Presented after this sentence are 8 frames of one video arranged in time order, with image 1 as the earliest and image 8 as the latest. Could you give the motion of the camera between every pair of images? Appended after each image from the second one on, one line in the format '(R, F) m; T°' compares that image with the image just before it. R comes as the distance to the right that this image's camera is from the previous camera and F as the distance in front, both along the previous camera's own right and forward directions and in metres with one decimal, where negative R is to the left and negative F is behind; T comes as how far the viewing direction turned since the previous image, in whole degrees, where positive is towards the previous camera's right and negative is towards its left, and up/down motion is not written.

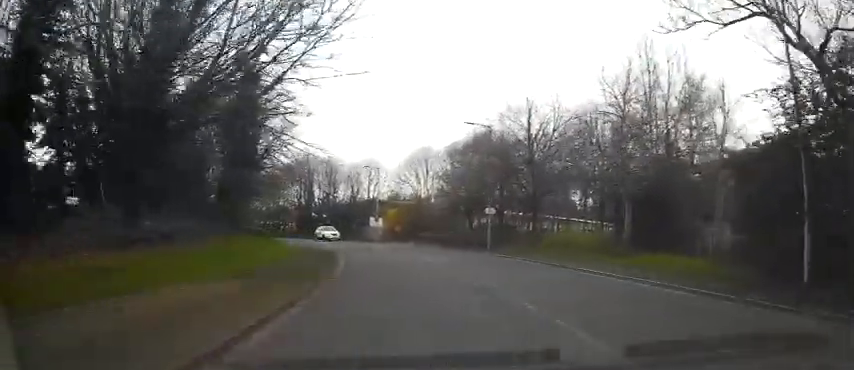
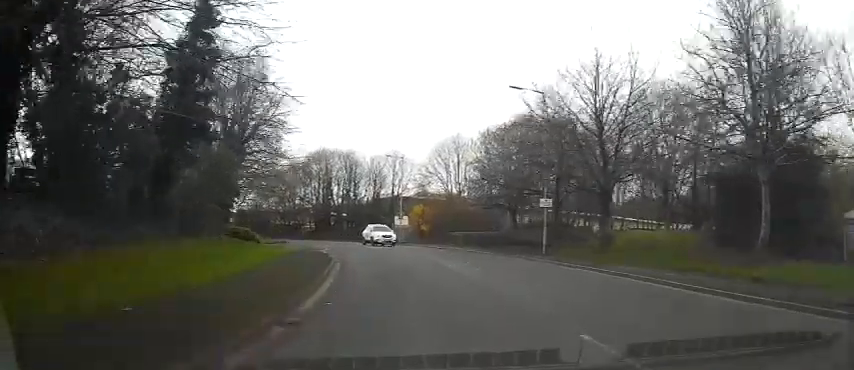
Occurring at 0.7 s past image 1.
(+0.2, +8.5) m; -1°
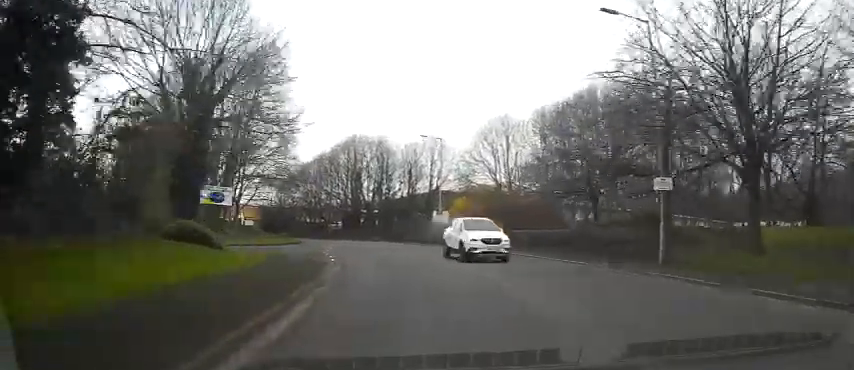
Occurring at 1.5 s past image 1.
(-0.2, +9.6) m; -5°
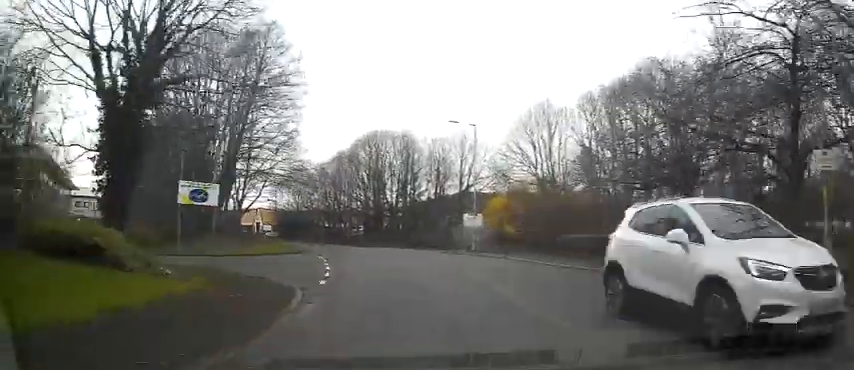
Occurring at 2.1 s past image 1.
(-0.5, +7.1) m; -3°
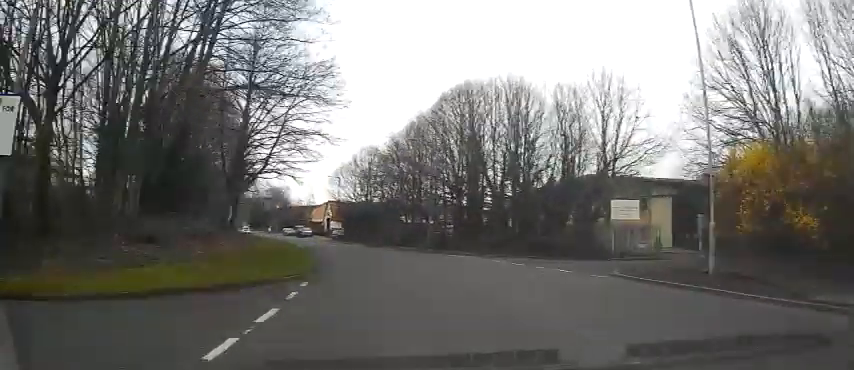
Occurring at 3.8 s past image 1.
(-0.9, +20.6) m; -8°
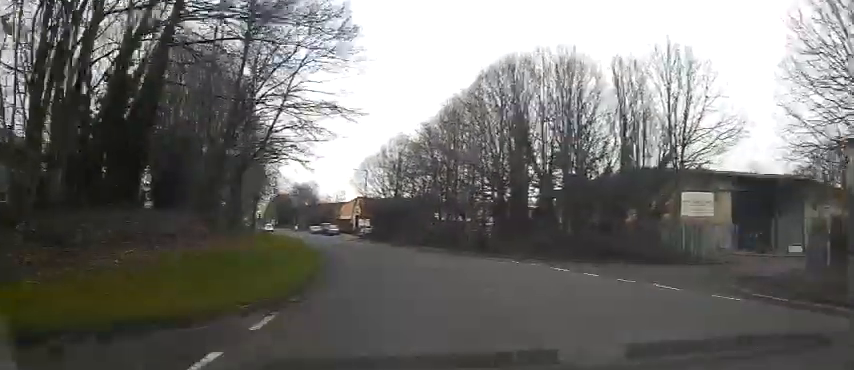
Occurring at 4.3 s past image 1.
(+0.2, +5.5) m; -5°
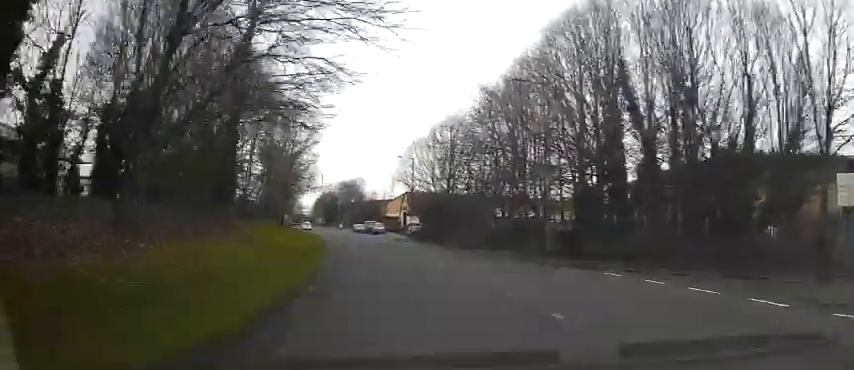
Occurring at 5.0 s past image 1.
(-1.0, +9.1) m; -13°
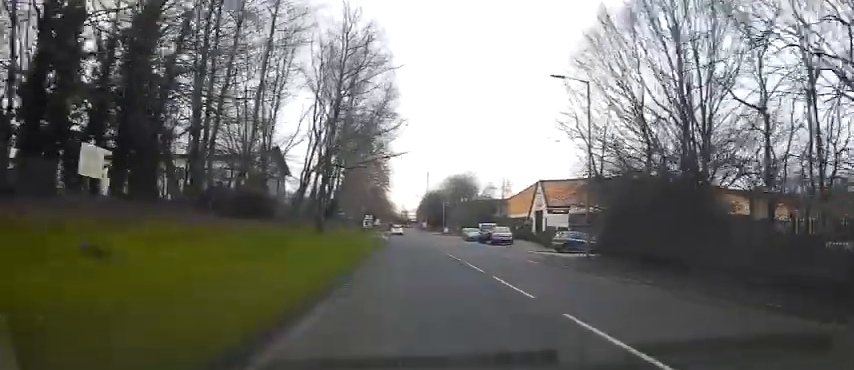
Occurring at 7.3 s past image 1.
(-1.2, +26.3) m; +2°
